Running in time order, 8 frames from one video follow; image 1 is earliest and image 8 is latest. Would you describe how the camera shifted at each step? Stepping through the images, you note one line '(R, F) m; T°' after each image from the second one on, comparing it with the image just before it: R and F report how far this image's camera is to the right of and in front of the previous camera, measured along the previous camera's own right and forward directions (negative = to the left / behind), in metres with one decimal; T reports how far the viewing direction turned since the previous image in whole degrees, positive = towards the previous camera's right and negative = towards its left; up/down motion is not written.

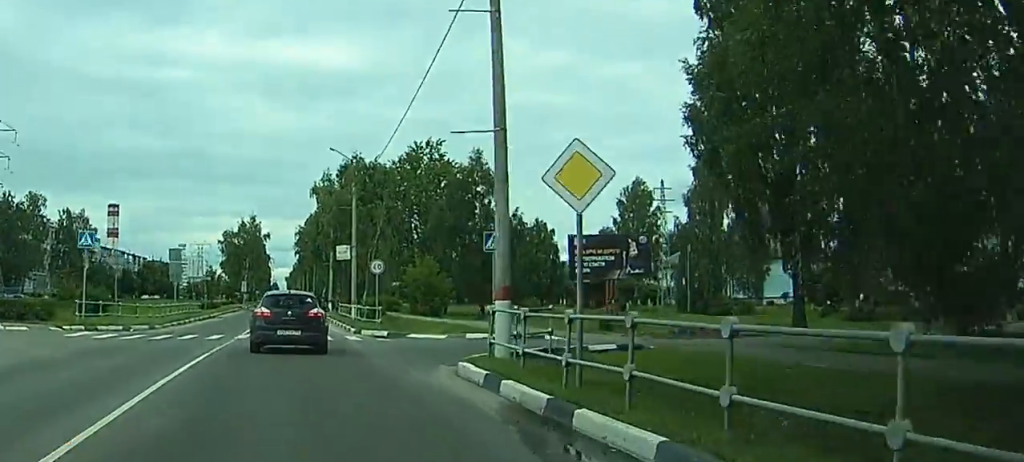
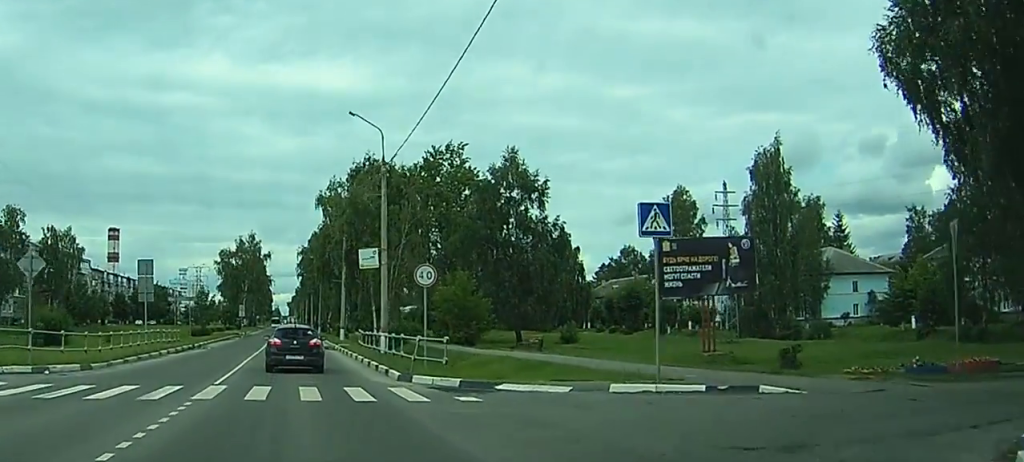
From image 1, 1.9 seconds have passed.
(-0.3, +15.3) m; -2°
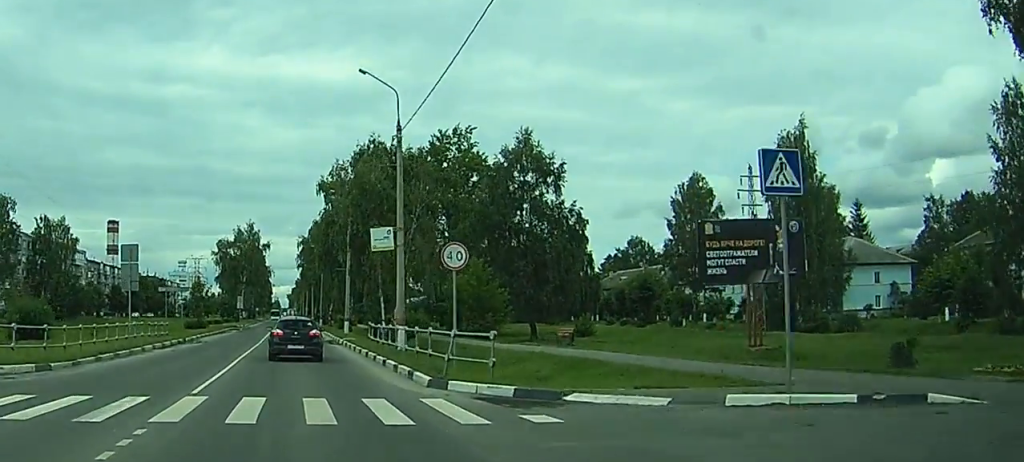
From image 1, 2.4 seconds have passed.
(0.0, +4.7) m; 0°
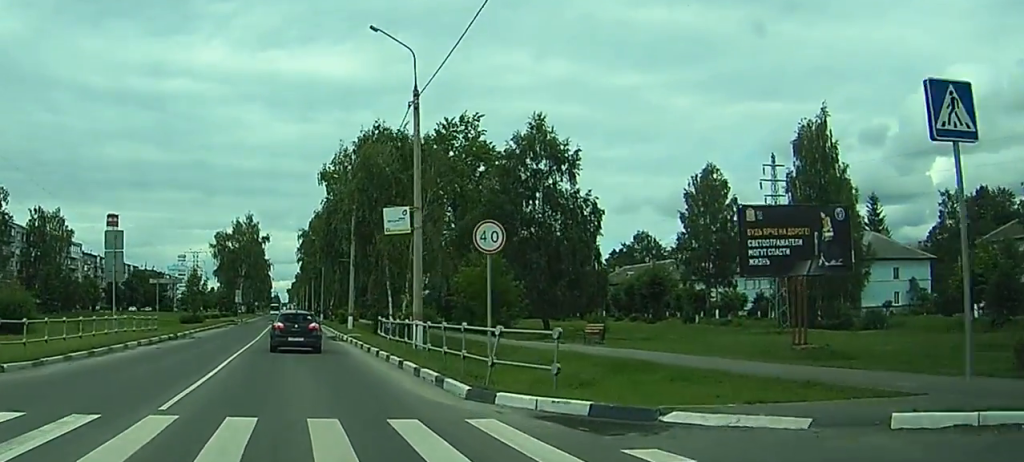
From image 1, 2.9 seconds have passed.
(0.0, +3.7) m; 0°
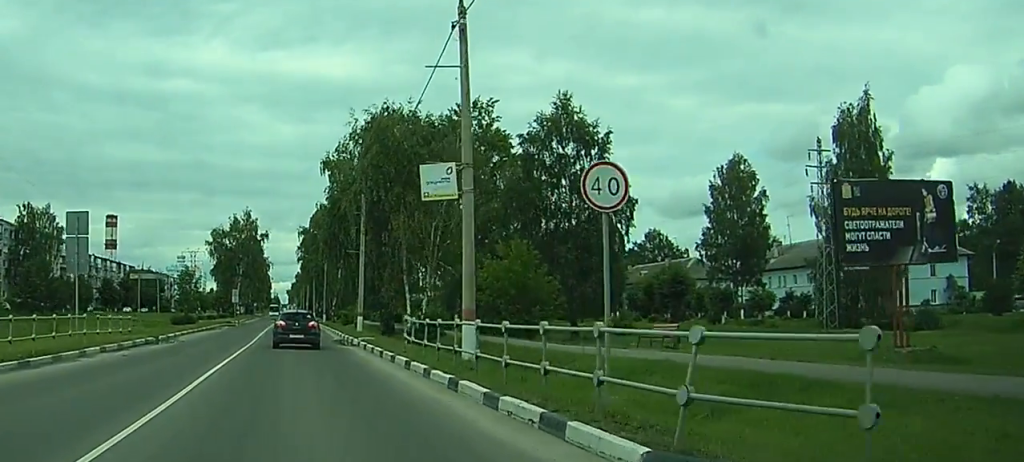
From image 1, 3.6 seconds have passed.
(0.0, +6.4) m; 0°
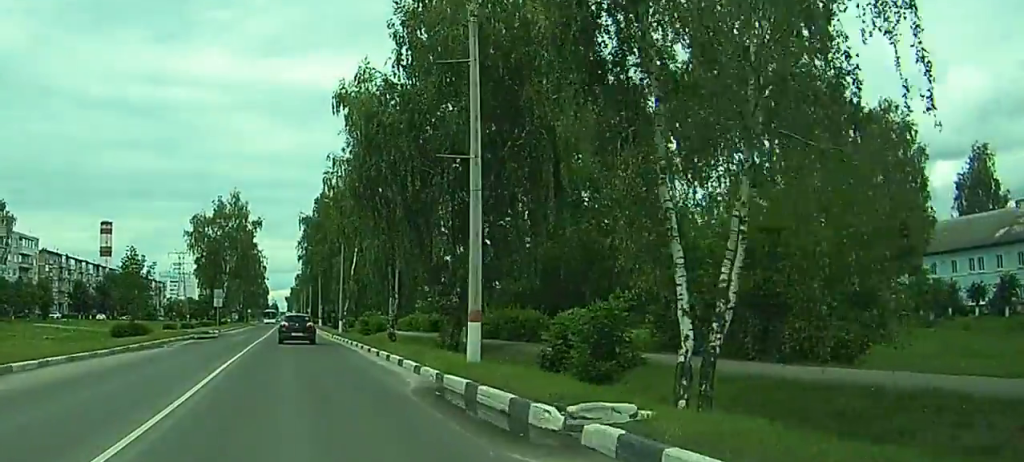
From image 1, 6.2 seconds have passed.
(-0.3, +26.0) m; -1°
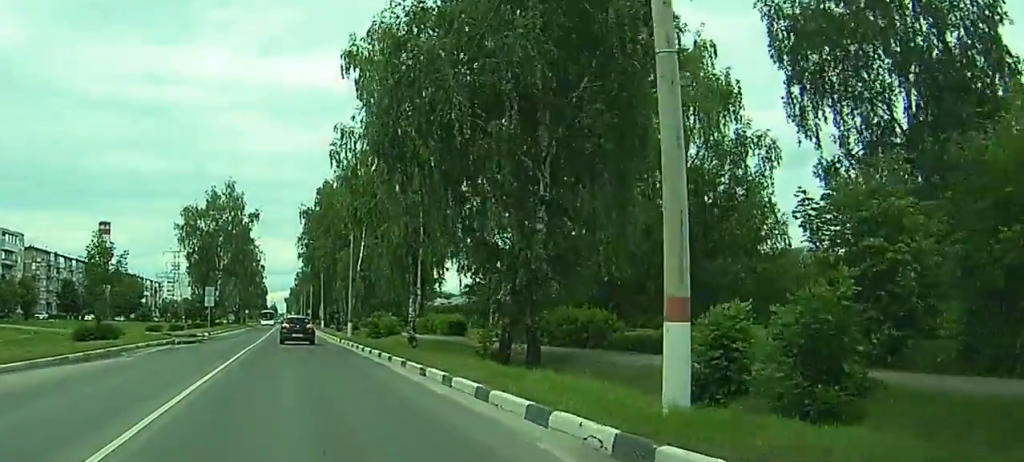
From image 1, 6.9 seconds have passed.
(0.0, +8.9) m; 0°
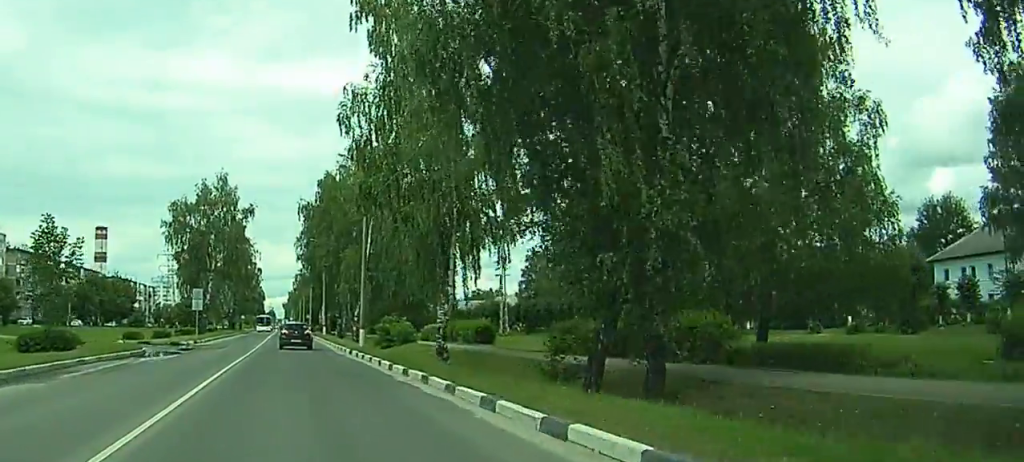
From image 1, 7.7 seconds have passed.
(0.0, +8.9) m; 0°
